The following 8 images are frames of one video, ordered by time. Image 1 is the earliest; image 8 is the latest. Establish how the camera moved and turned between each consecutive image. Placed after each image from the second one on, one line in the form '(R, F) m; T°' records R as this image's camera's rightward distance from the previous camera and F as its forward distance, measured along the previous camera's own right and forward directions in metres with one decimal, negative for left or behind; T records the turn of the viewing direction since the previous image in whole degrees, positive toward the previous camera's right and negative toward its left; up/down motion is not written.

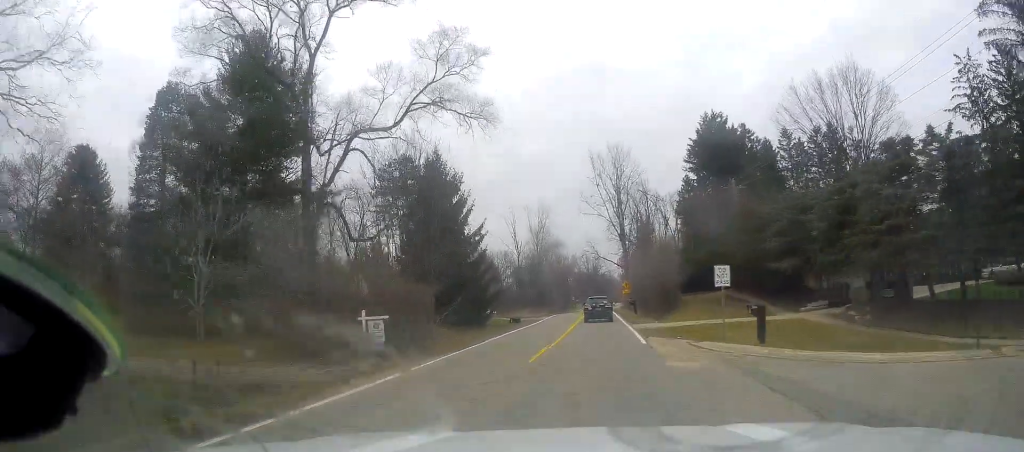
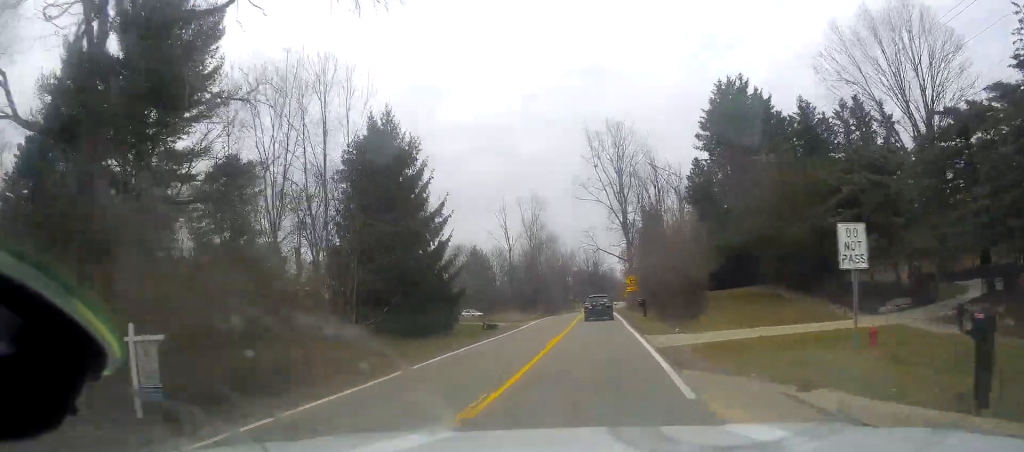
(+0.3, +11.8) m; -1°
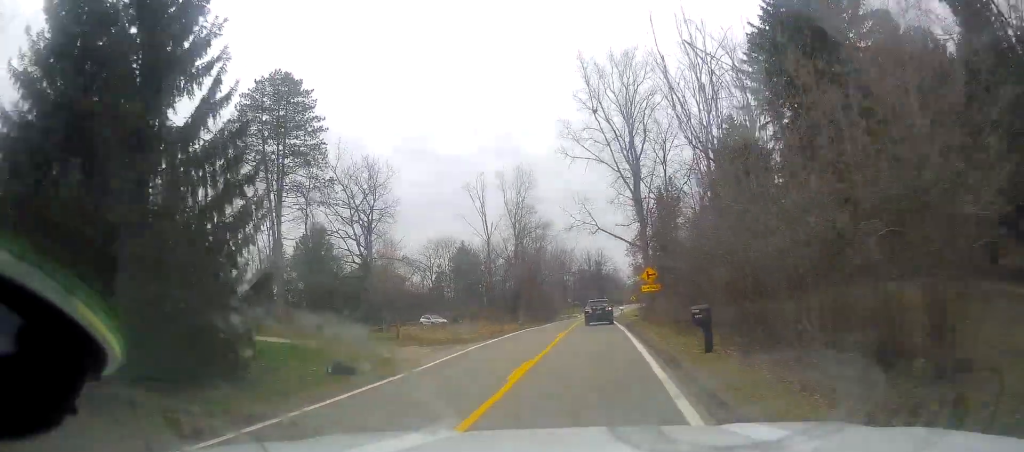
(-0.6, +23.5) m; 0°
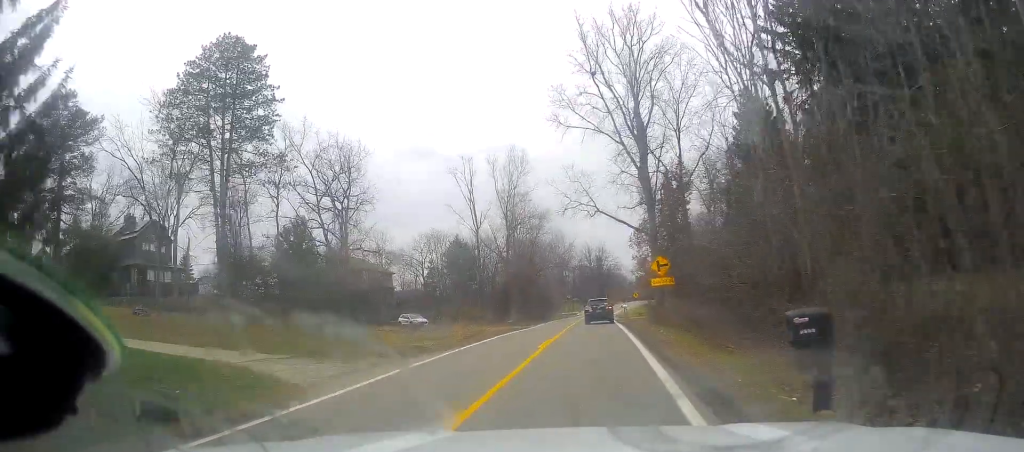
(+0.3, +8.3) m; +1°
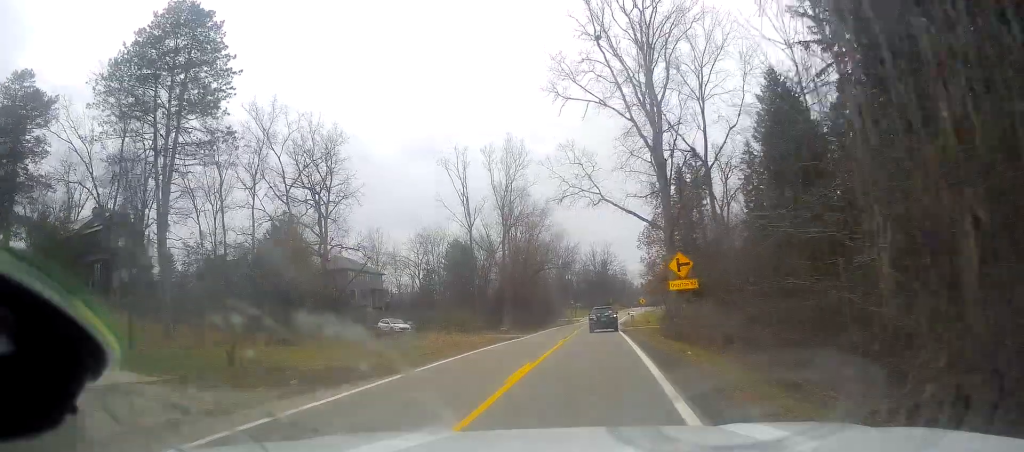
(+0.1, +7.2) m; 0°
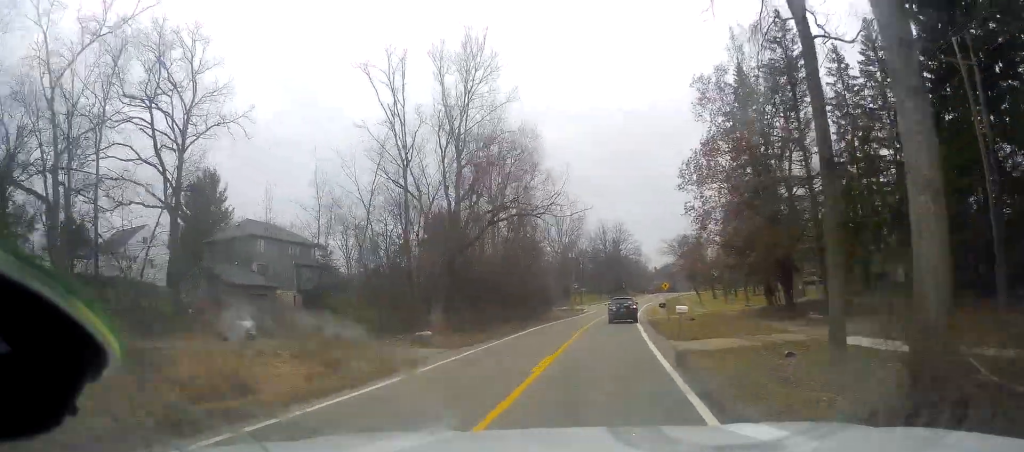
(-1.0, +27.5) m; -3°
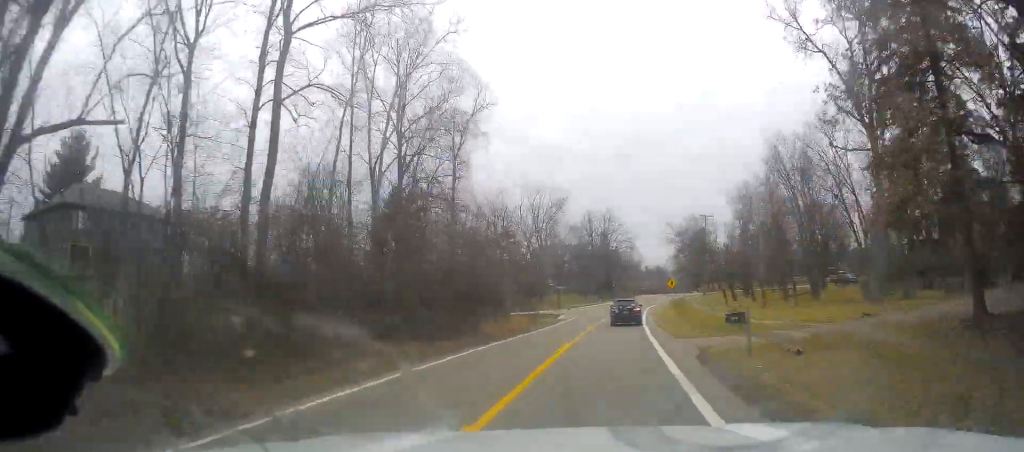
(-0.1, +24.9) m; +1°
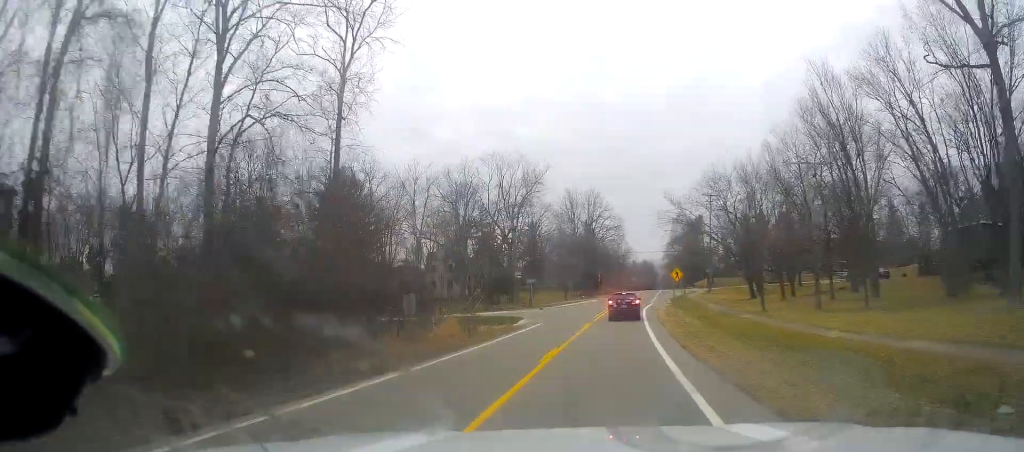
(+0.4, +18.0) m; +2°
